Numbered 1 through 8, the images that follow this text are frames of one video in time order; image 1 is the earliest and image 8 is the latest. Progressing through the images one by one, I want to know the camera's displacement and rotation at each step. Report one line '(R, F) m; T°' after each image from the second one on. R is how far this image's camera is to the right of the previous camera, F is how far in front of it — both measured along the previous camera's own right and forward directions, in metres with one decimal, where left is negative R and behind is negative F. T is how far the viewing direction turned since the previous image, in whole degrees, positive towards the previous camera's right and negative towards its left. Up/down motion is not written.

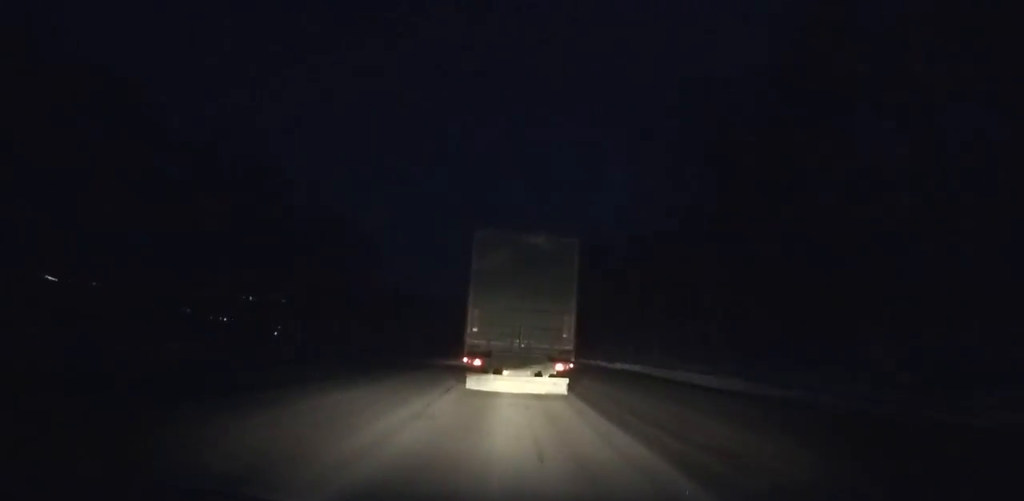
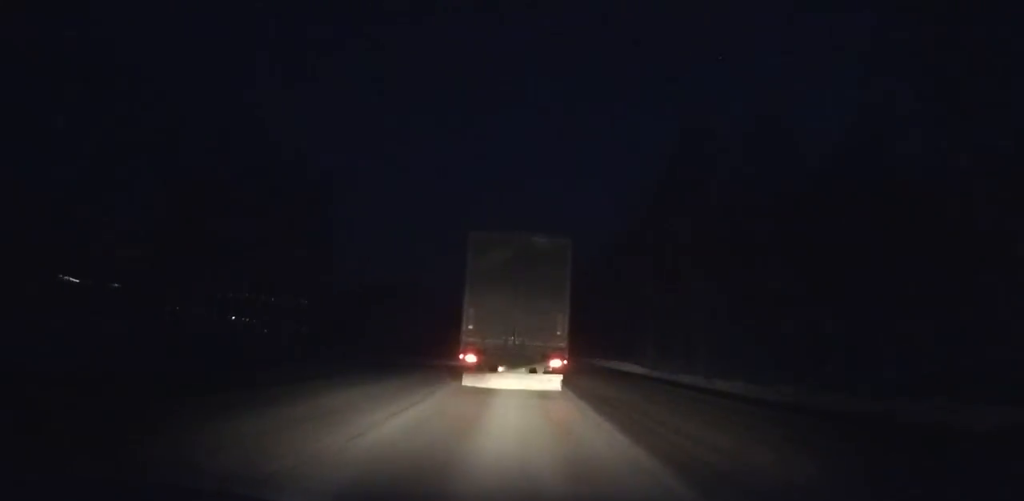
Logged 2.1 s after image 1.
(-0.1, +36.1) m; -1°
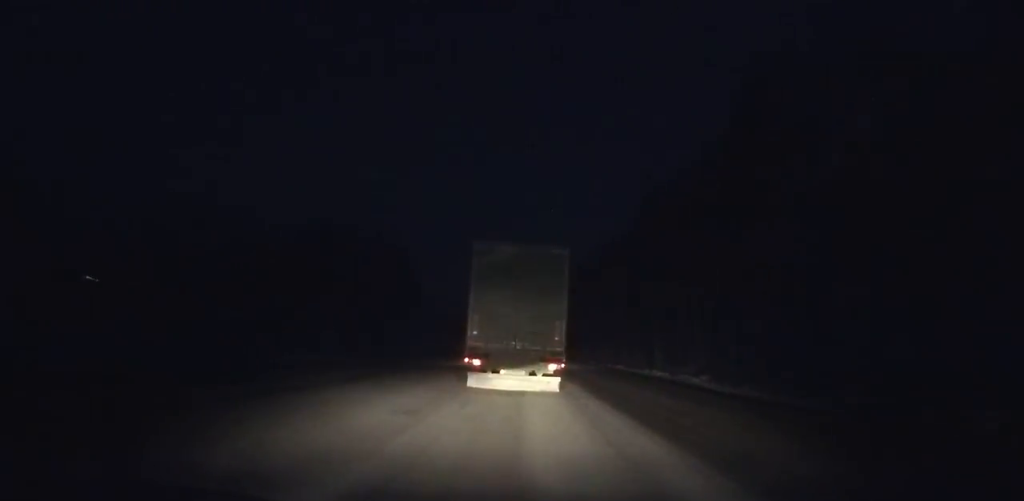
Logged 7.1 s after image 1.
(-2.7, +89.1) m; -3°
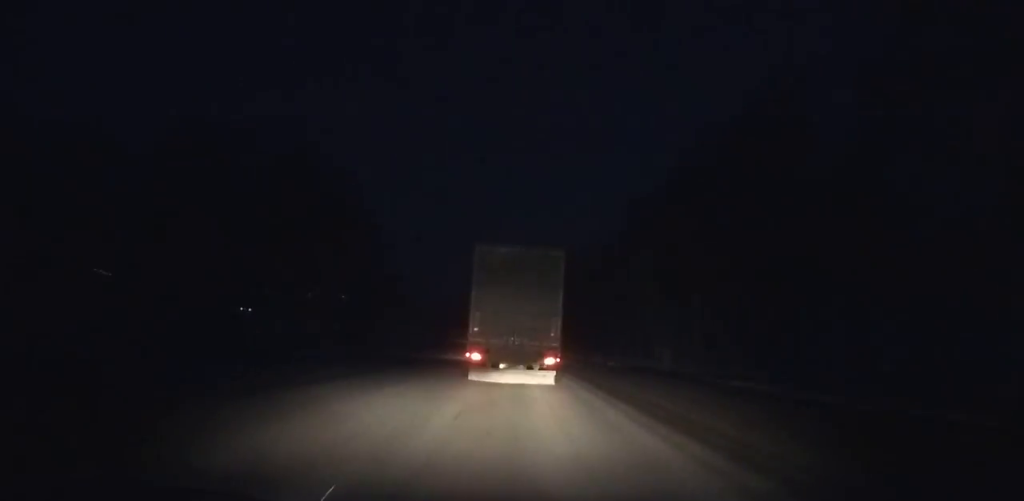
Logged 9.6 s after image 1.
(-0.7, +46.3) m; -2°
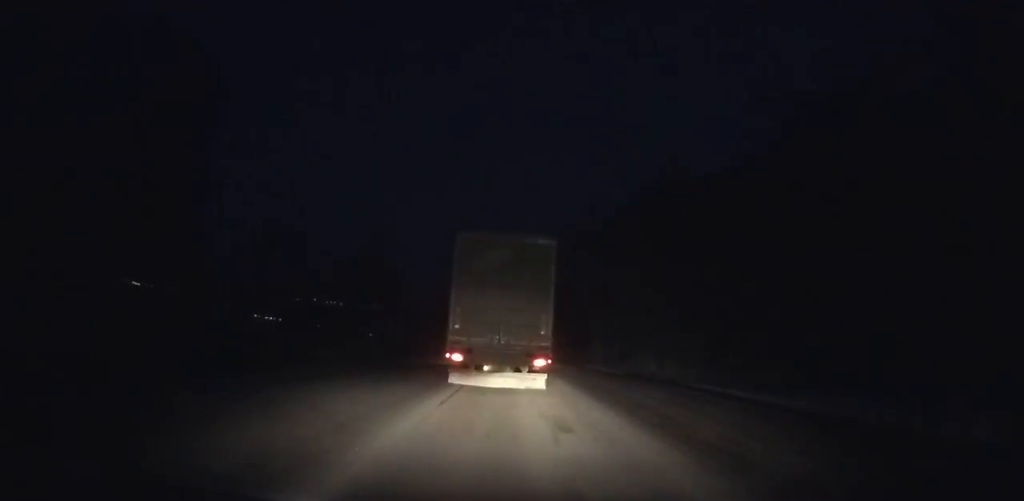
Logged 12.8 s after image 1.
(-1.6, +60.9) m; -3°
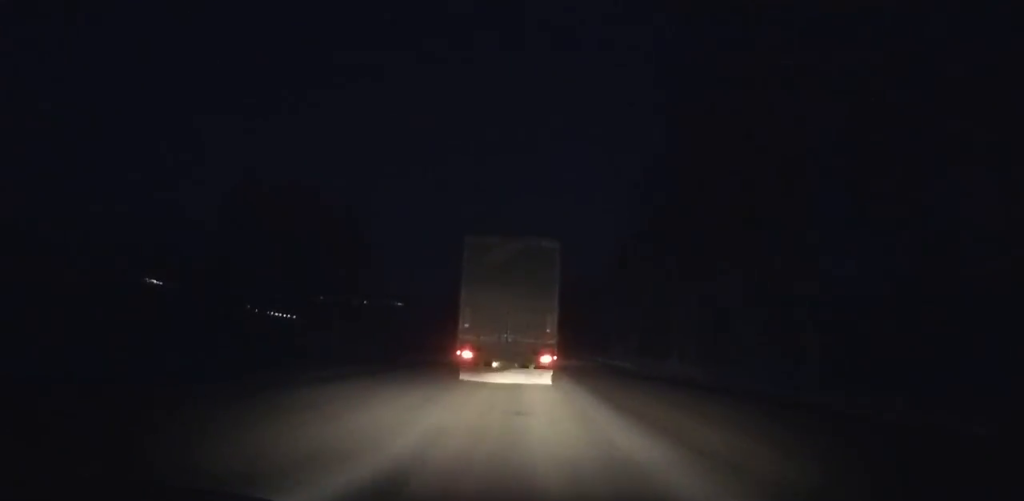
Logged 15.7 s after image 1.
(-1.2, +55.8) m; -2°
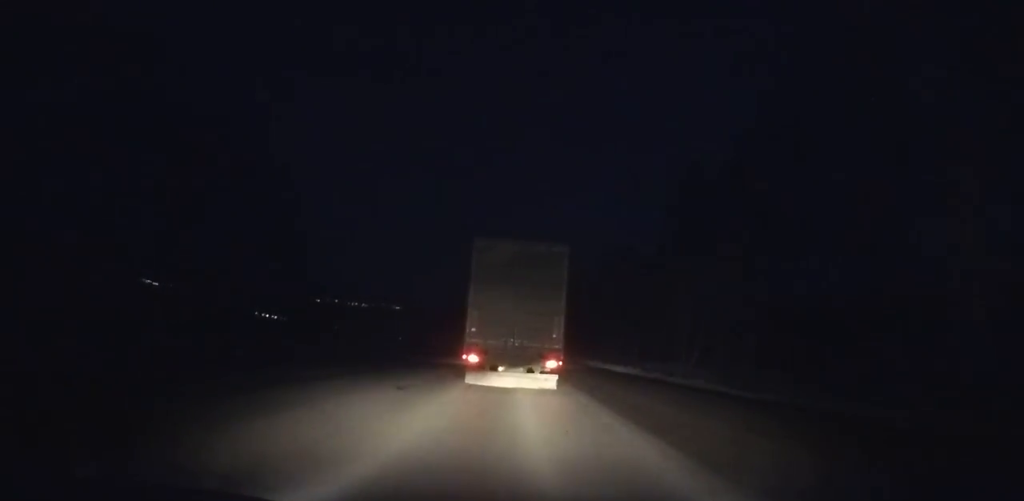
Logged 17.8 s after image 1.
(-0.4, +39.4) m; -1°
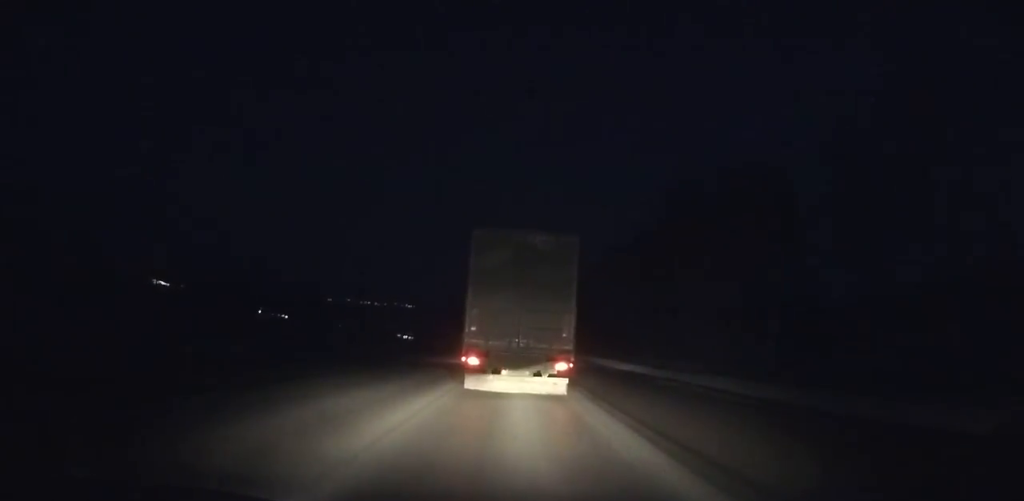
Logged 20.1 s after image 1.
(-0.3, +41.1) m; -1°
